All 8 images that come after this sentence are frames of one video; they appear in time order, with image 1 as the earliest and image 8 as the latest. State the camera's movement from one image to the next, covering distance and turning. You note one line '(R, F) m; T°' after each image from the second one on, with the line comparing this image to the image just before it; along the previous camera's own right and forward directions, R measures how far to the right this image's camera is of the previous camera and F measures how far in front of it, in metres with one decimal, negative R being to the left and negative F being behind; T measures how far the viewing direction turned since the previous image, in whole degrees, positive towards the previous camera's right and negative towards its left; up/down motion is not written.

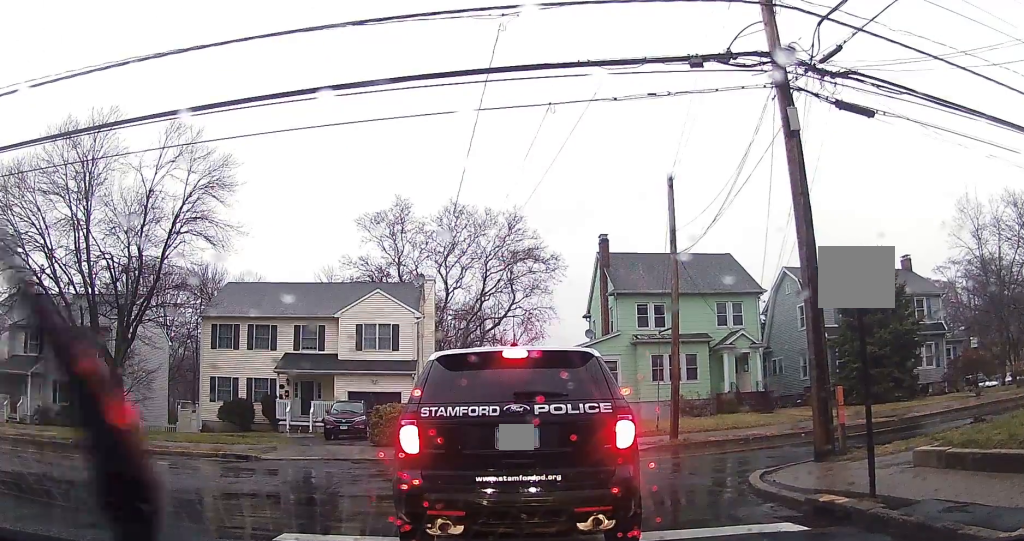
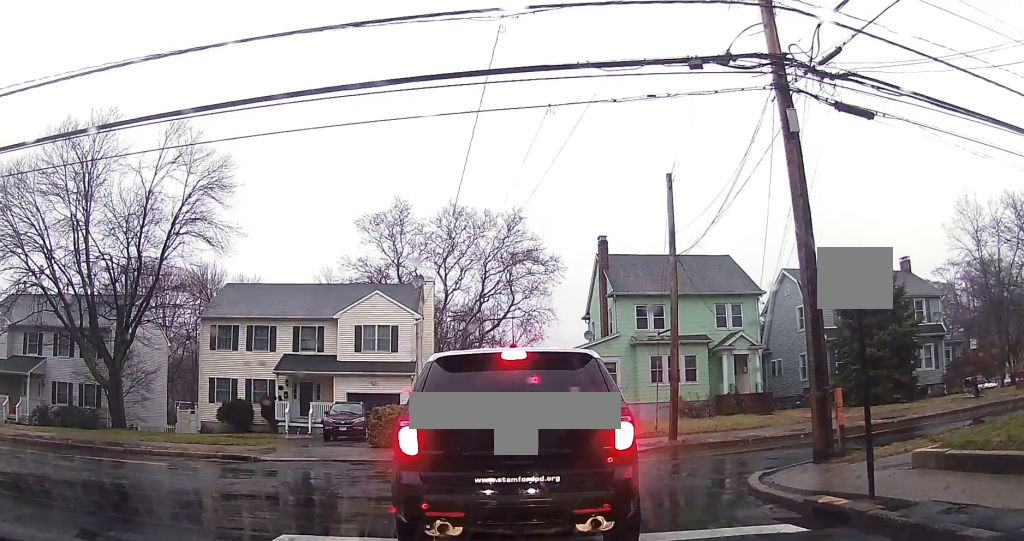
(0.0, 0.0) m; 0°
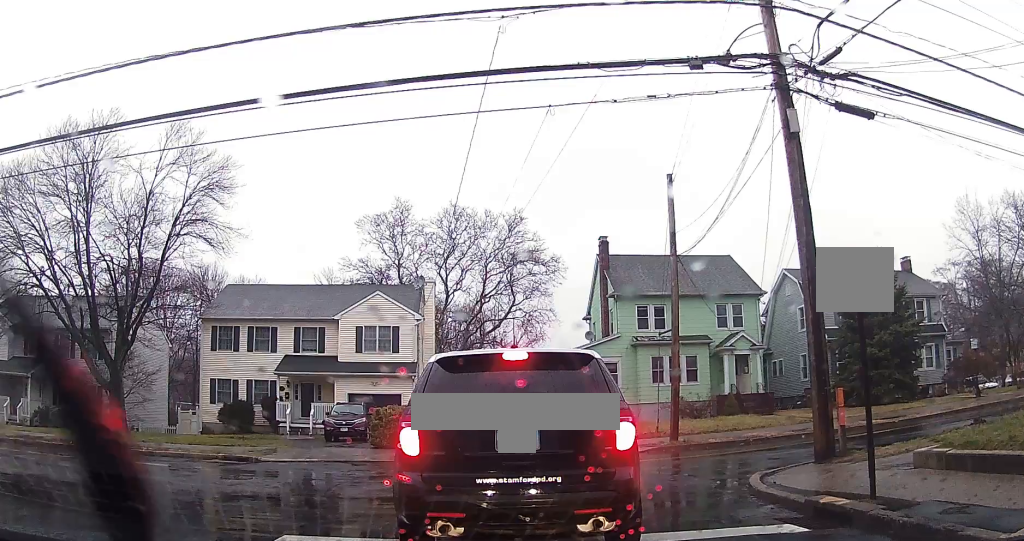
(0.0, 0.0) m; 0°
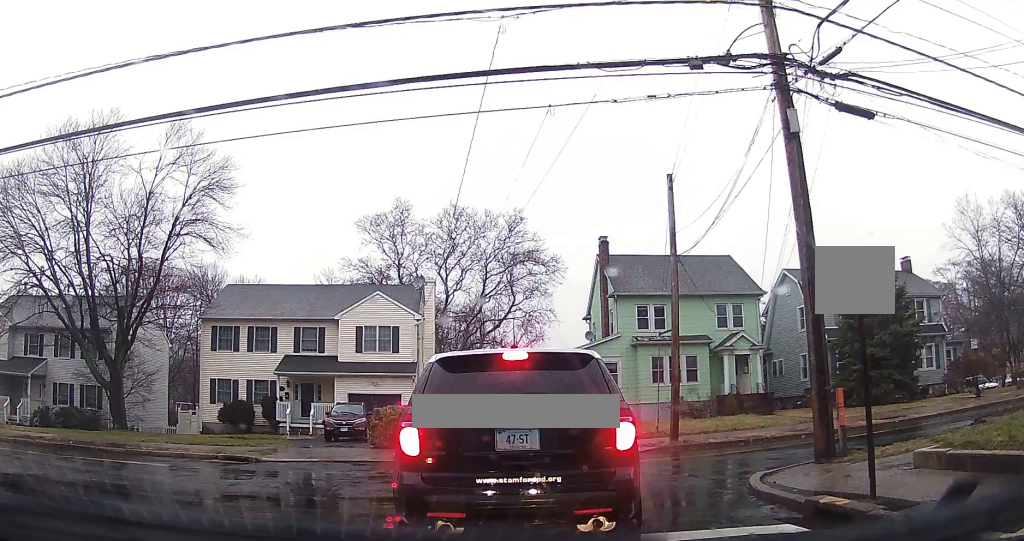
(0.0, 0.0) m; 0°
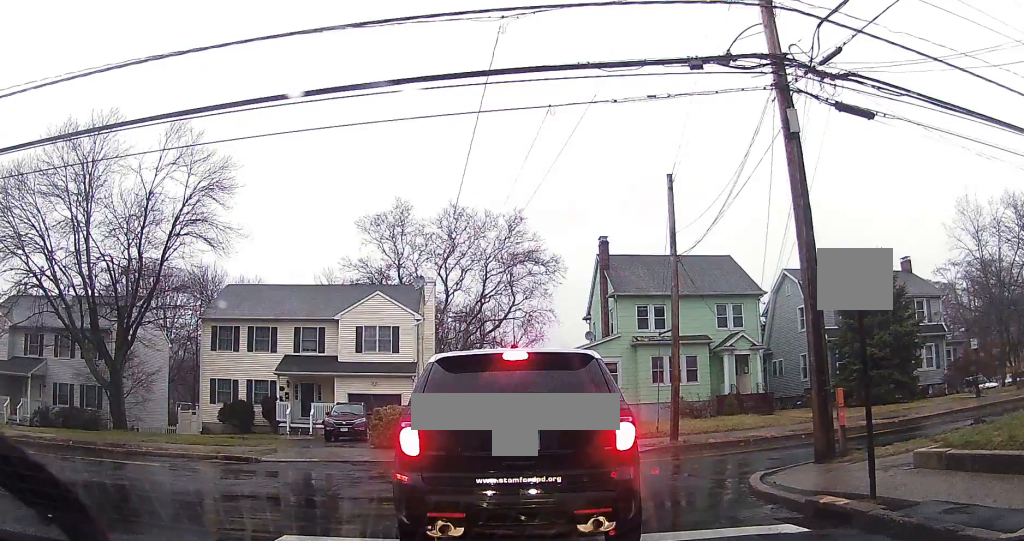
(0.0, 0.0) m; 0°
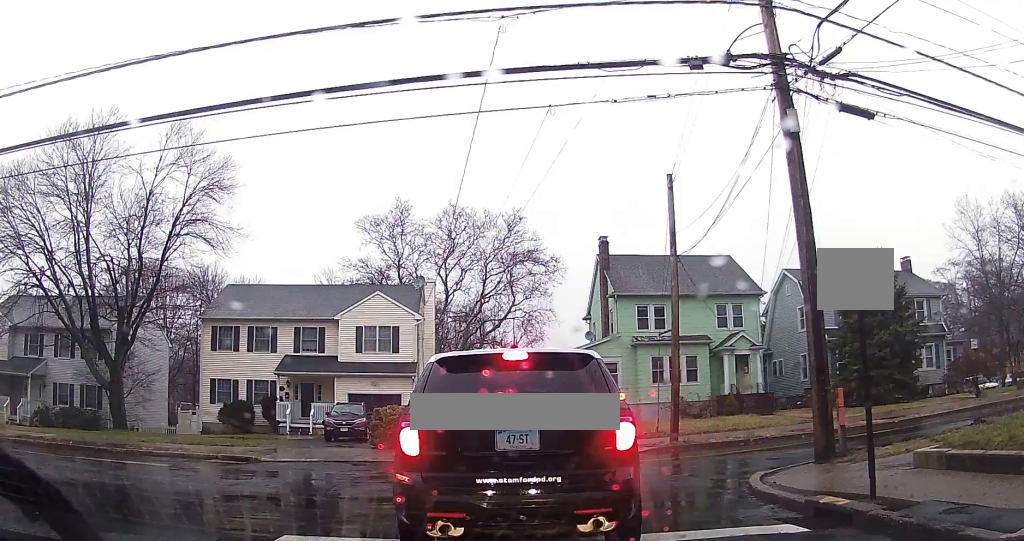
(0.0, 0.0) m; 0°
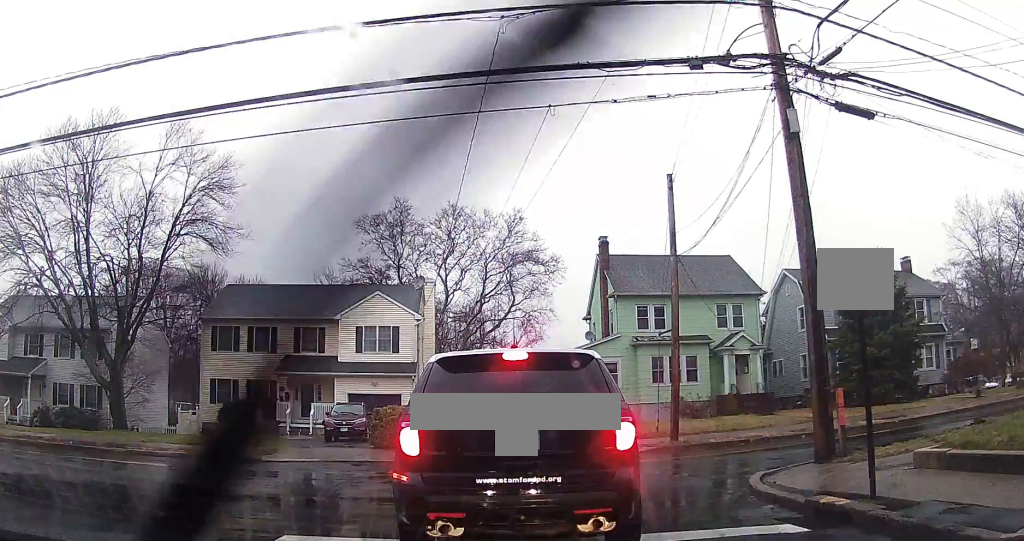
(0.0, 0.0) m; 0°
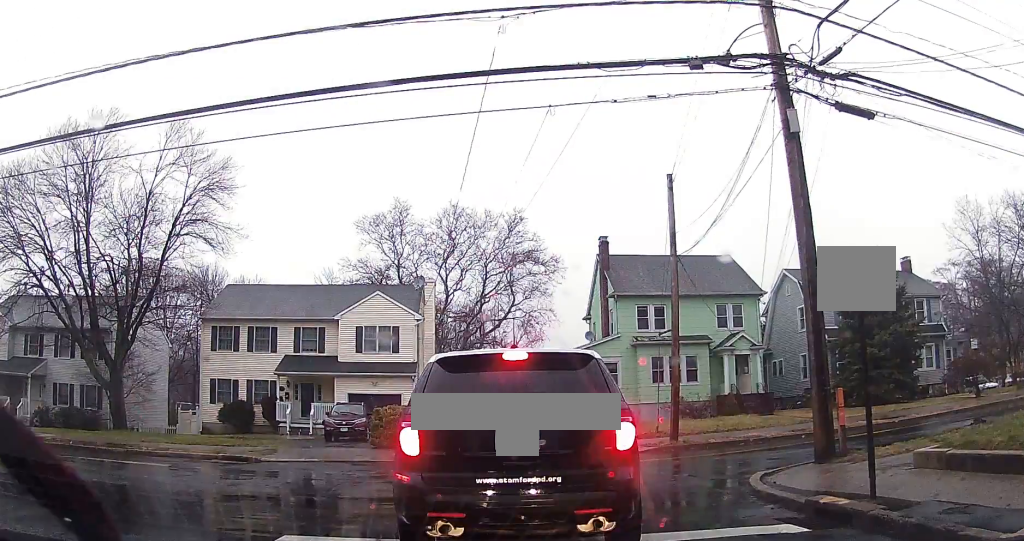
(0.0, 0.0) m; 0°
